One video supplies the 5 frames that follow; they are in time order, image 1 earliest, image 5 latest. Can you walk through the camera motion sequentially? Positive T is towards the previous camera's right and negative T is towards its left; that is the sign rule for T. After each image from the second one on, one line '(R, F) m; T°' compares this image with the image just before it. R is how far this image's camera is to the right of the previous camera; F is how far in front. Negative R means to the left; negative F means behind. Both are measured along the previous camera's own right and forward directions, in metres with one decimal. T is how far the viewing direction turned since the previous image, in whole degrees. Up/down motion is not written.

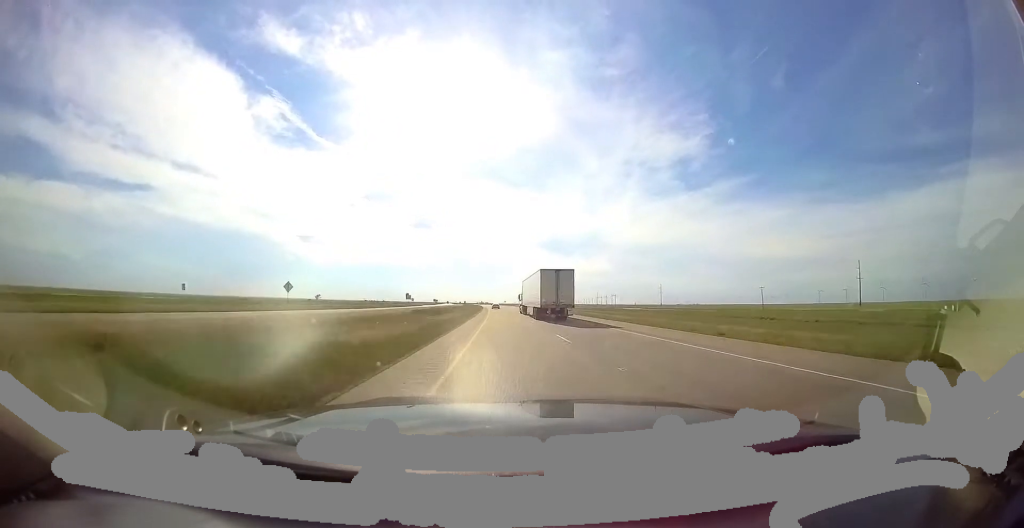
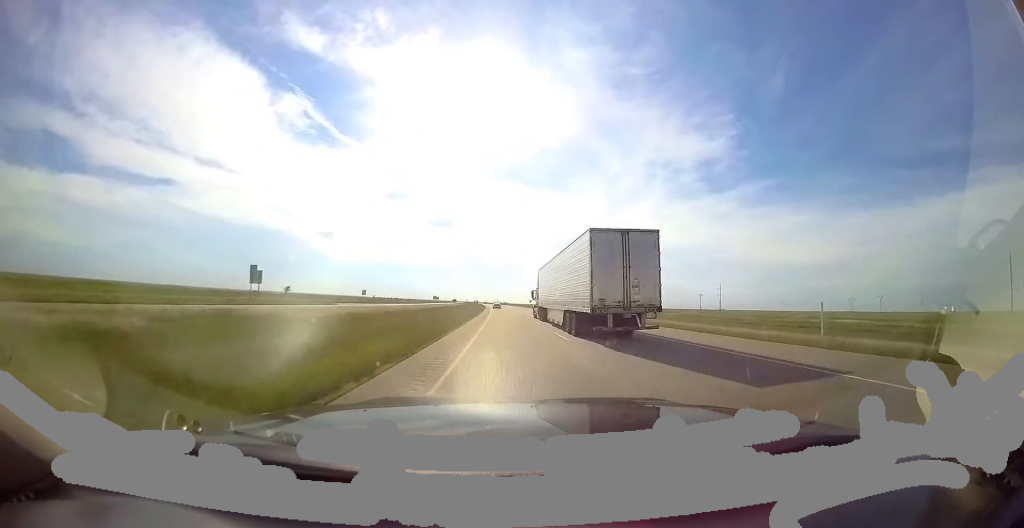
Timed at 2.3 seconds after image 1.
(-1.9, +83.2) m; -3°
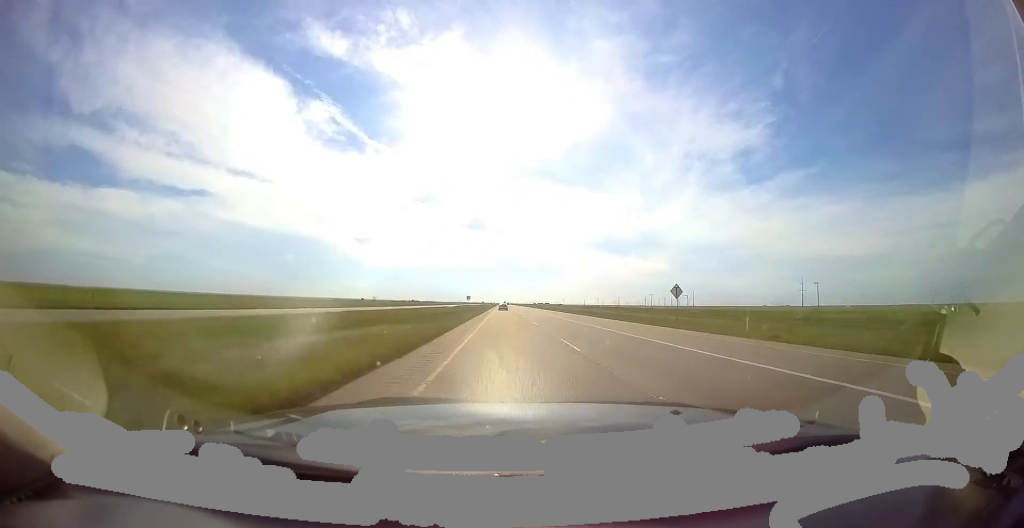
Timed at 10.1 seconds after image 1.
(-15.6, +284.7) m; -4°
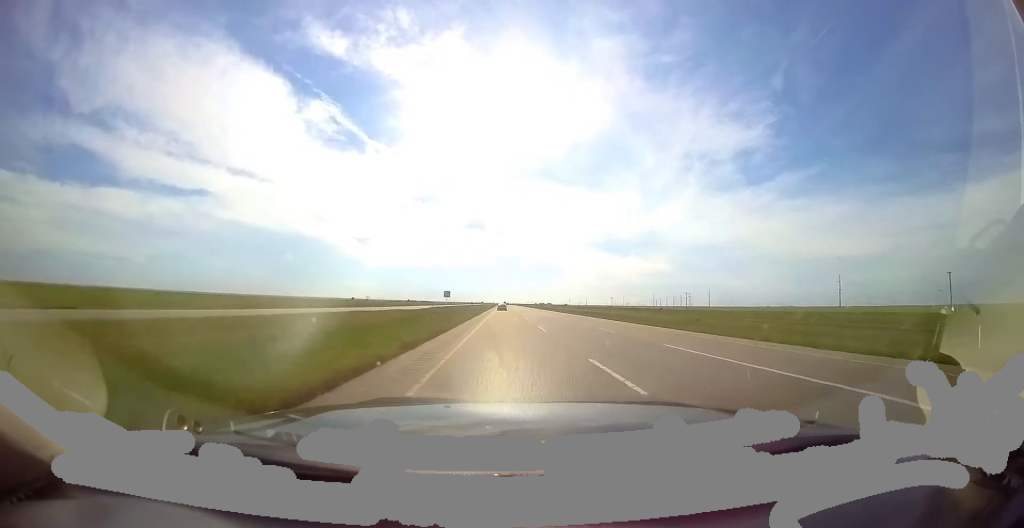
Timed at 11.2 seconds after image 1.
(+0.3, +41.6) m; 0°
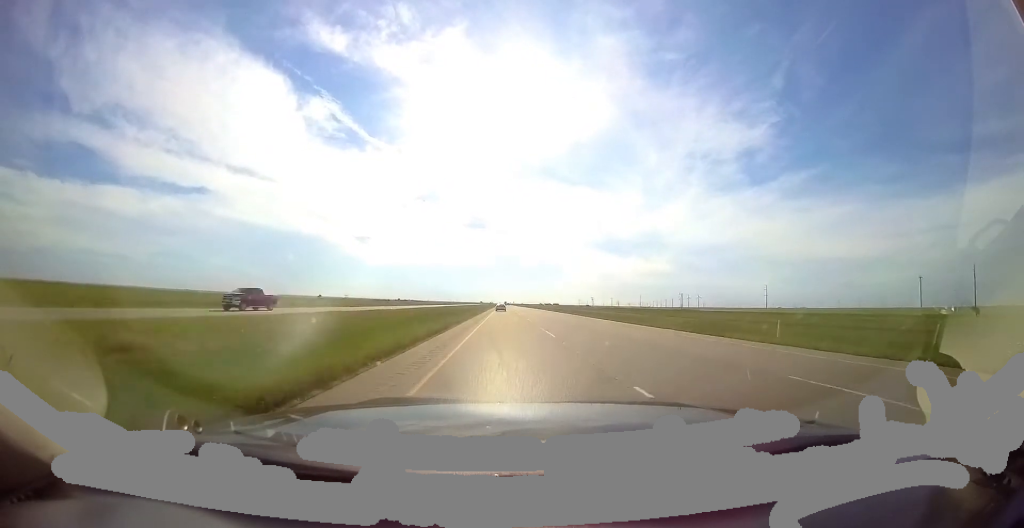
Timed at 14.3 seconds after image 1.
(-0.4, +113.0) m; -1°
